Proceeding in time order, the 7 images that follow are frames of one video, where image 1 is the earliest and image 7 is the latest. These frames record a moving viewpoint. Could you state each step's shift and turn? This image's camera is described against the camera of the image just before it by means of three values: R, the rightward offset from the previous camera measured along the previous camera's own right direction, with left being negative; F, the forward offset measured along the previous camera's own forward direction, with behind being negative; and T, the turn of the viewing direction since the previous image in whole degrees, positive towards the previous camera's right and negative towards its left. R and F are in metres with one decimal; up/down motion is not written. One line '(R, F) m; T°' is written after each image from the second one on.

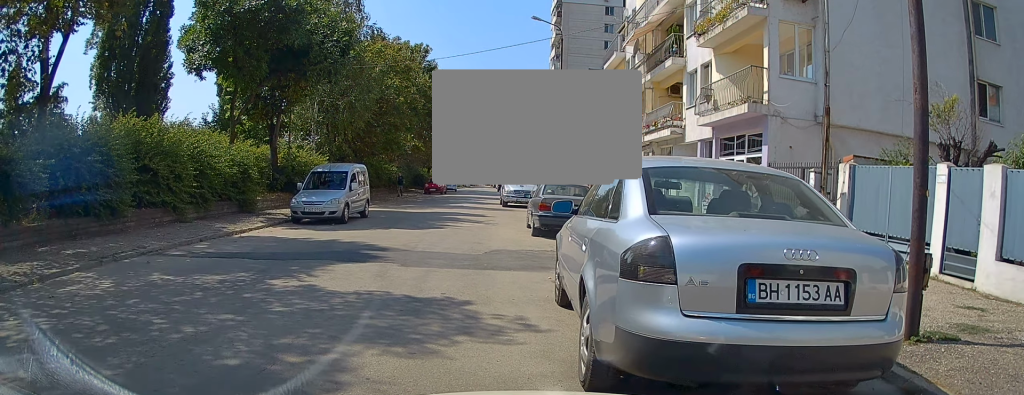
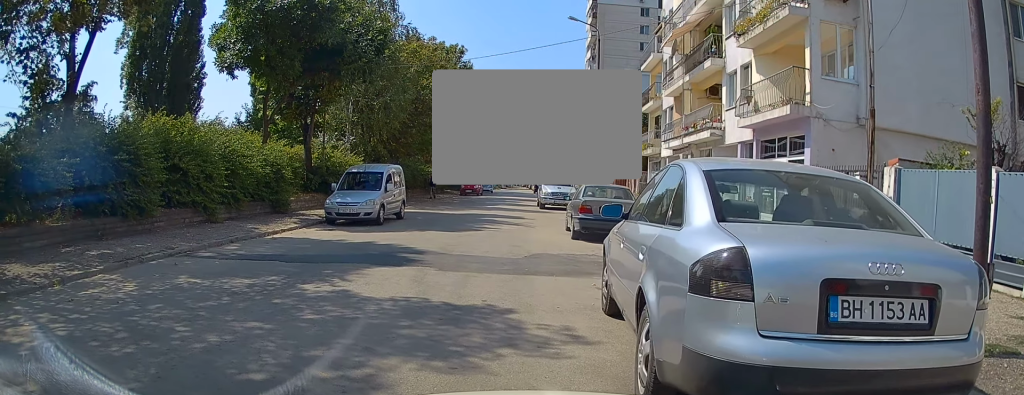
(-0.1, +0.4) m; 0°
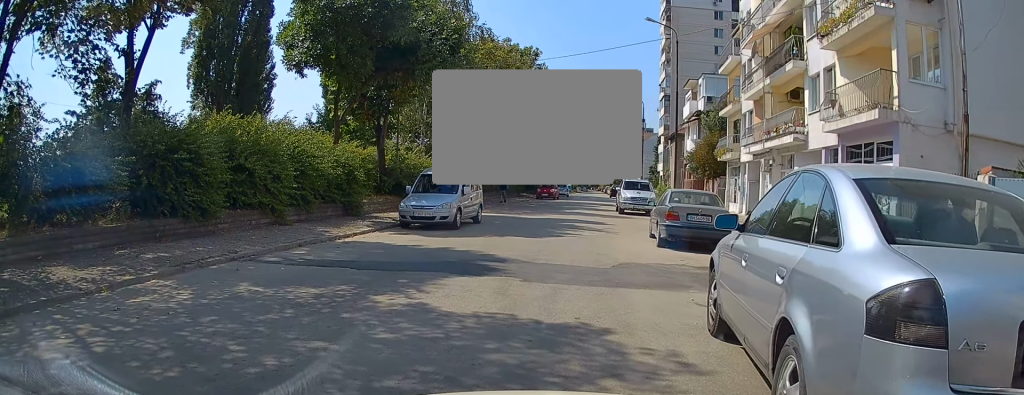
(-0.2, +0.6) m; 0°
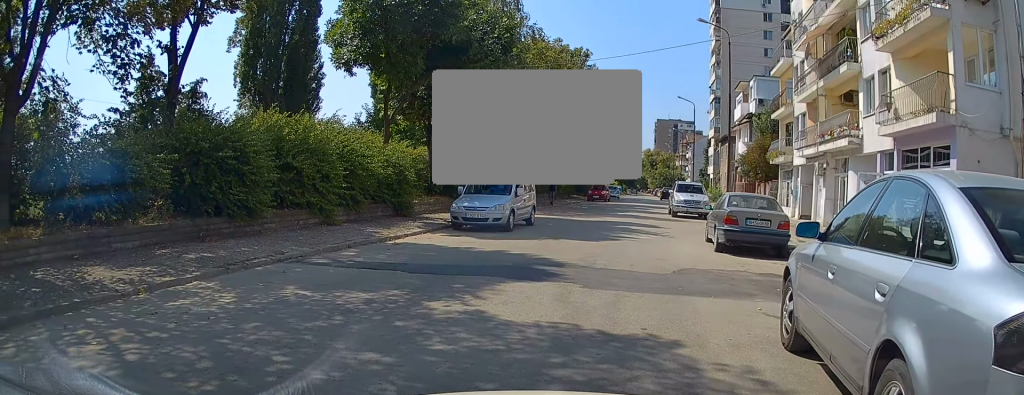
(-0.2, +0.3) m; 0°
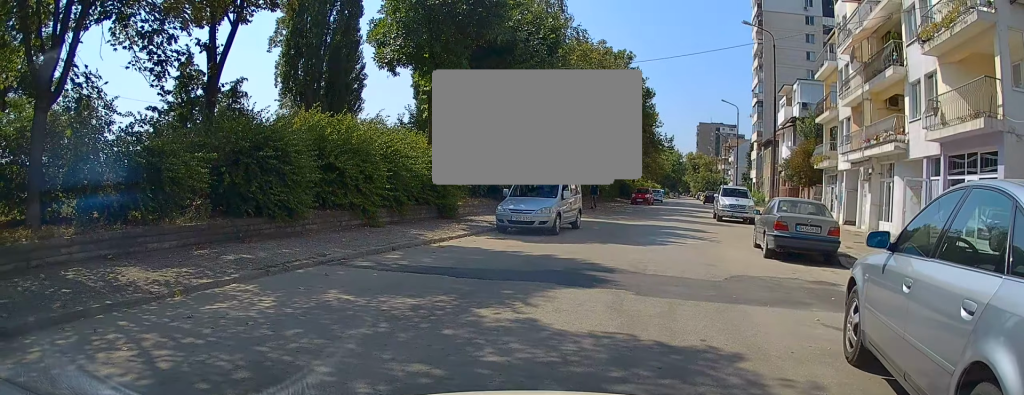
(-0.2, +0.3) m; 0°
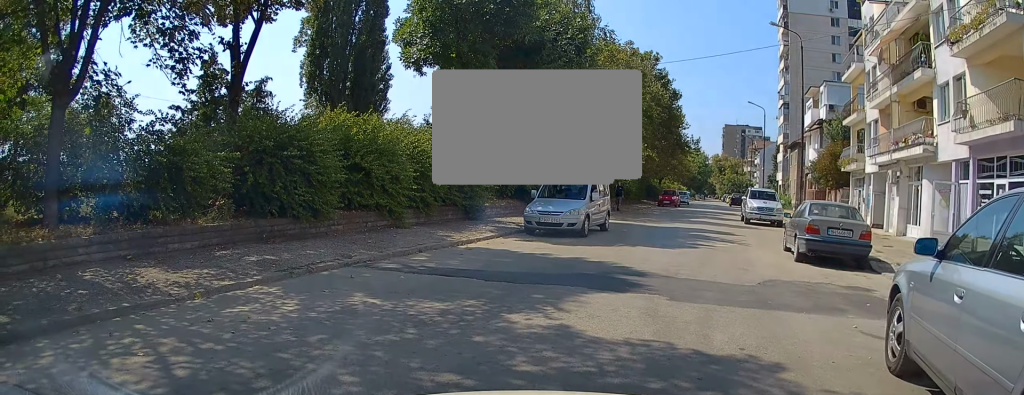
(-0.2, +0.3) m; 0°
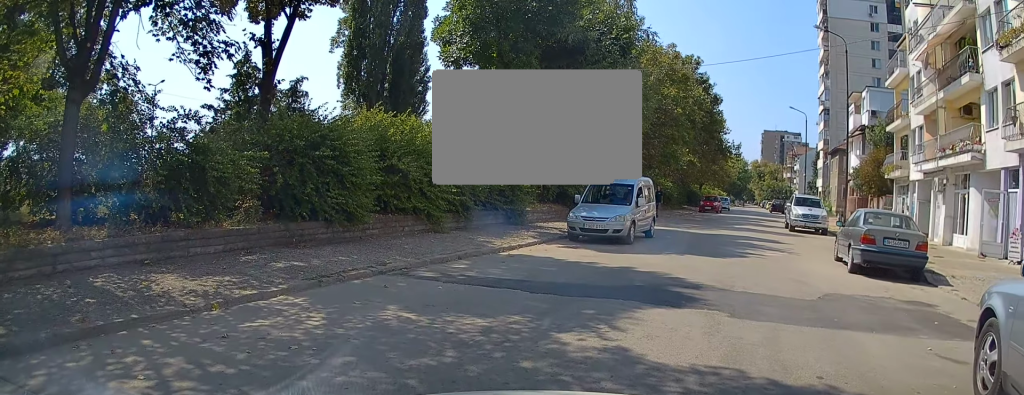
(-0.3, +0.7) m; -3°
